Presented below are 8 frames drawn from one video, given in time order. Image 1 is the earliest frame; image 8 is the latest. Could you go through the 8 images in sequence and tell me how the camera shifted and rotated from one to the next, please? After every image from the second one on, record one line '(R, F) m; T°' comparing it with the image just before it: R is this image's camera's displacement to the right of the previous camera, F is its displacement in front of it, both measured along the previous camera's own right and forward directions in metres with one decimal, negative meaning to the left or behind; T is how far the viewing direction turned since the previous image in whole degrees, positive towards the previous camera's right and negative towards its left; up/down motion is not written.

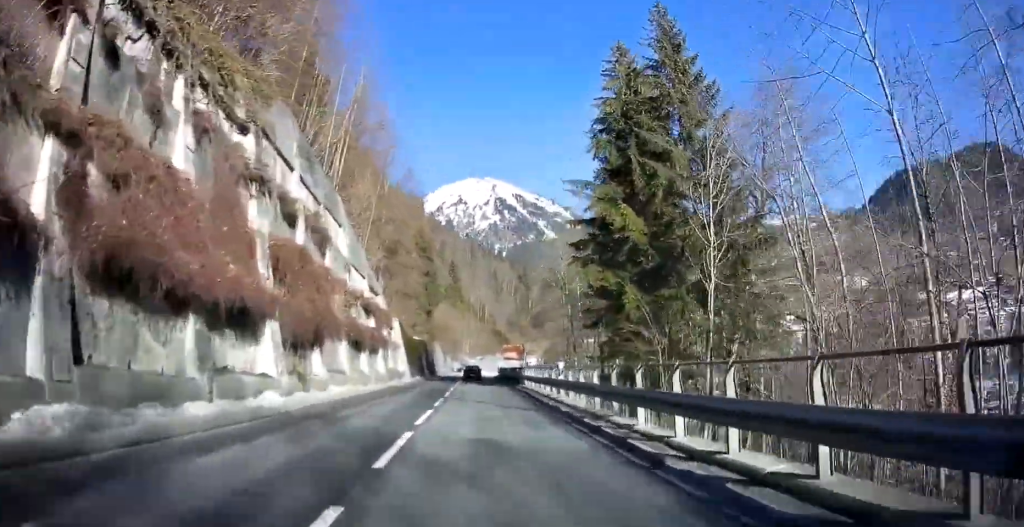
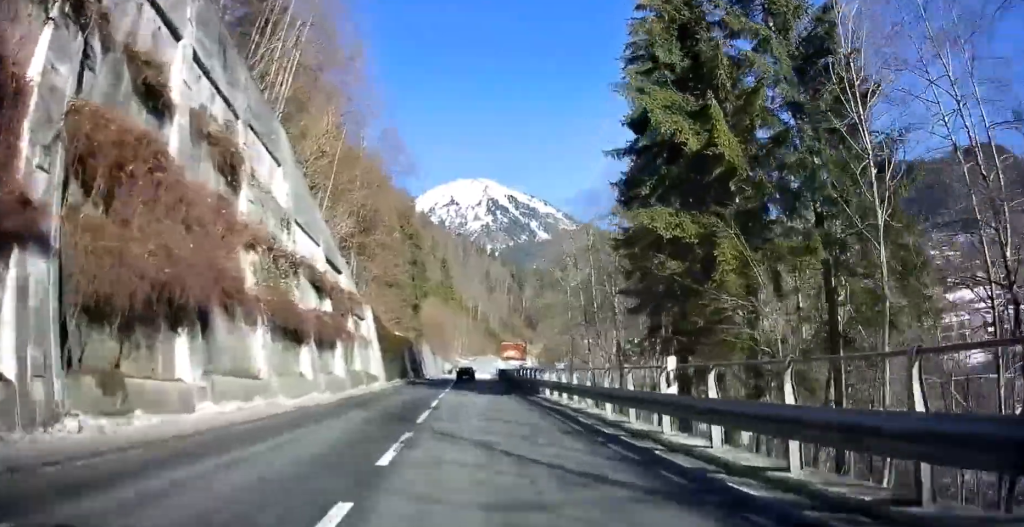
(+0.1, +11.1) m; +1°
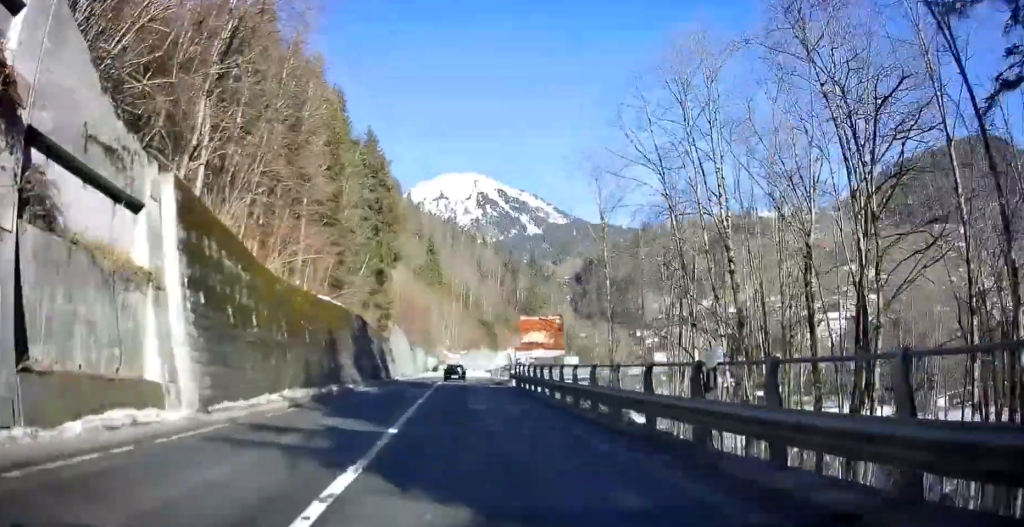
(+0.4, +27.9) m; +1°
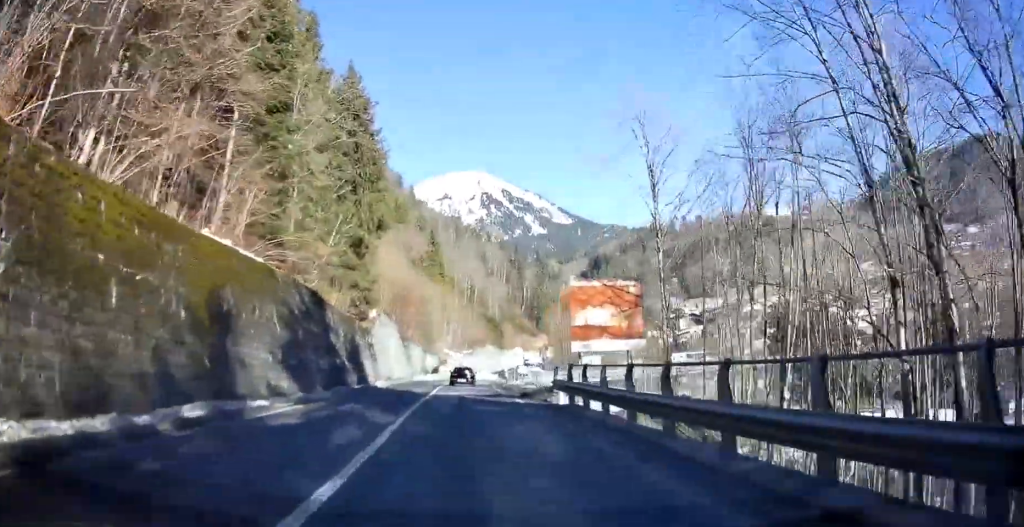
(0.0, +15.2) m; 0°
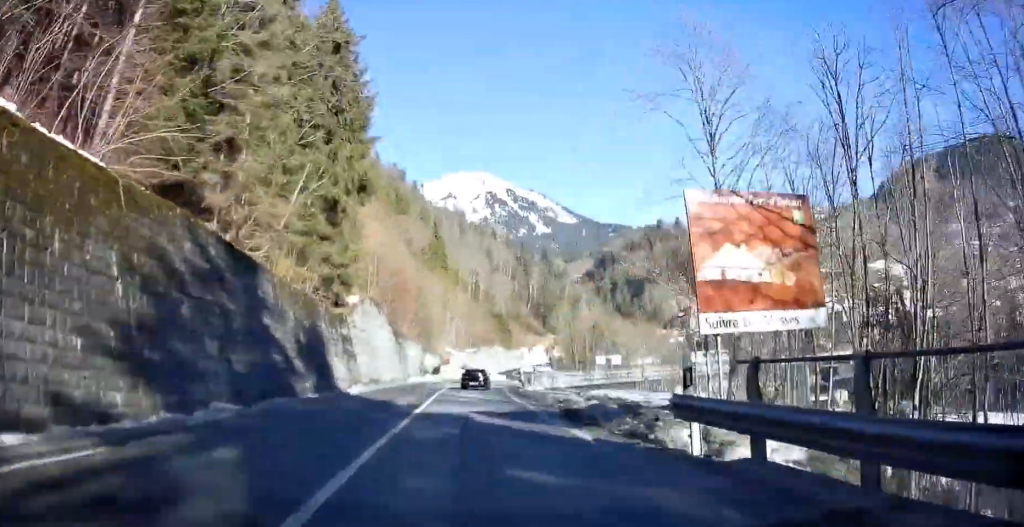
(+0.1, +10.4) m; 0°
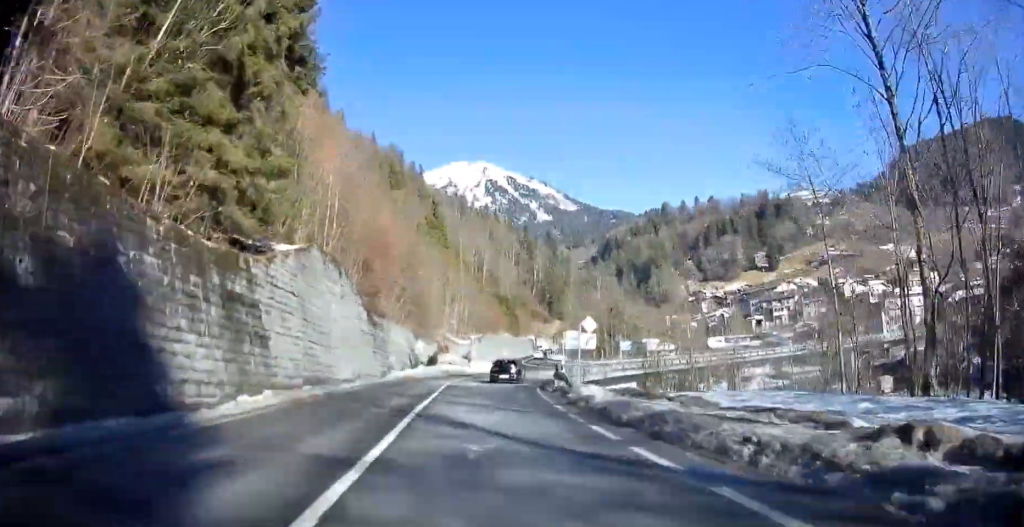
(-0.1, +16.0) m; -1°
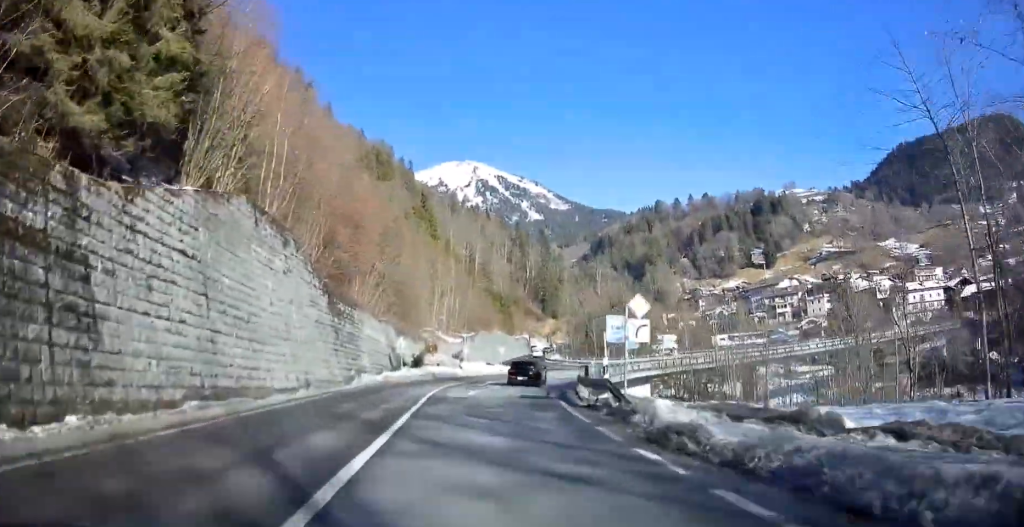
(-0.1, +8.8) m; +1°
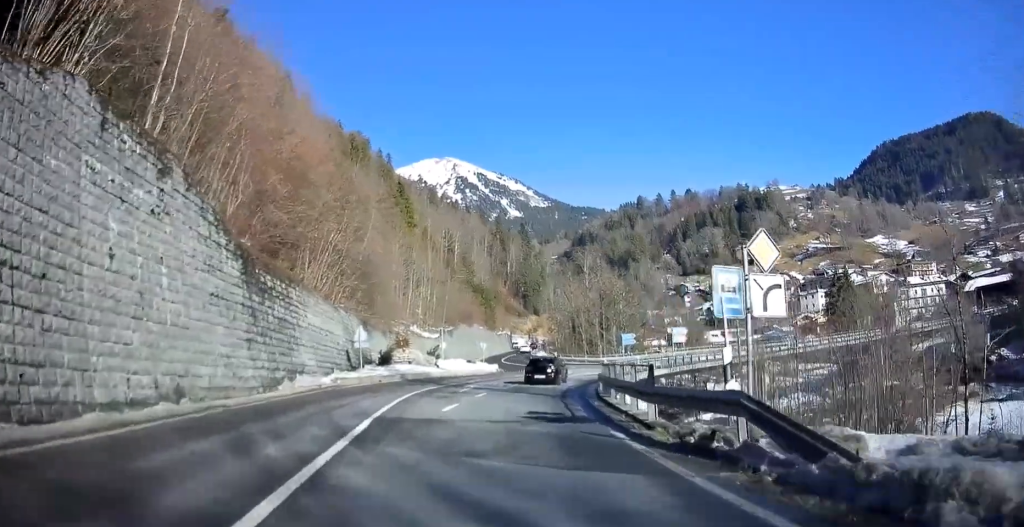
(0.0, +8.6) m; +1°
